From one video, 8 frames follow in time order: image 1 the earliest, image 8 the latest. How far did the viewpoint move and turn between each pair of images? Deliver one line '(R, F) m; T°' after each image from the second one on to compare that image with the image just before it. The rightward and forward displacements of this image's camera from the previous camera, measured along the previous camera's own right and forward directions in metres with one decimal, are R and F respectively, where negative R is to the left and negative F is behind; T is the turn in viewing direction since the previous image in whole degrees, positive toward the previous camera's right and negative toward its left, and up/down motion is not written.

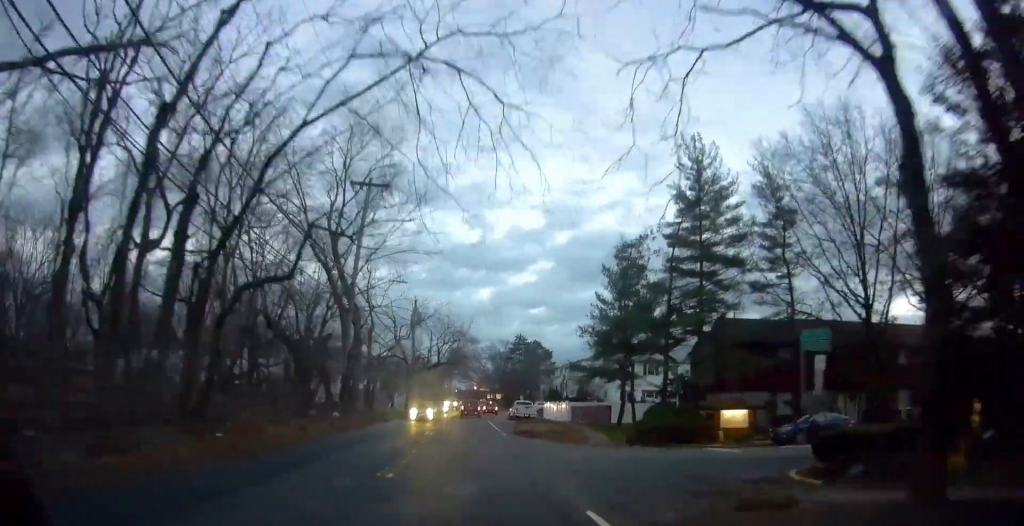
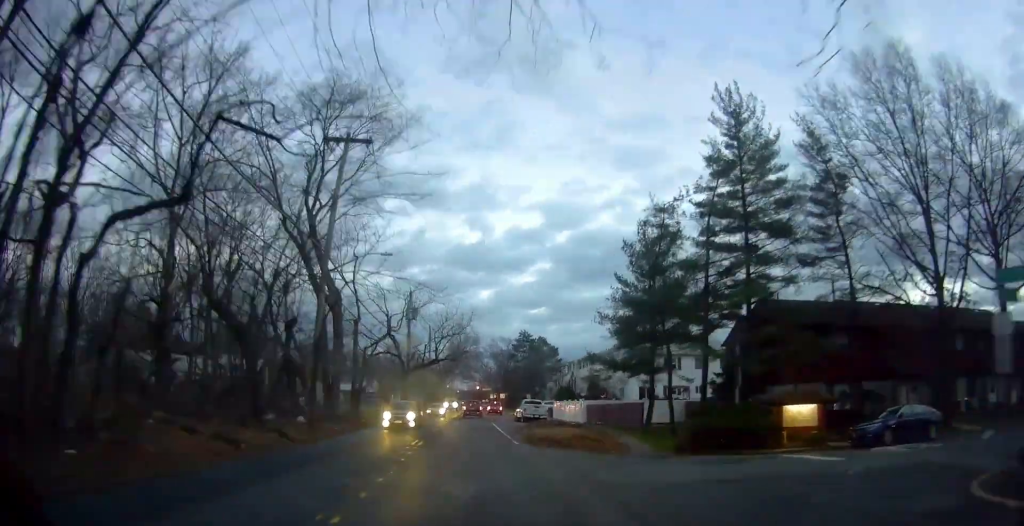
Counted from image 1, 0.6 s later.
(+1.3, +6.9) m; +5°
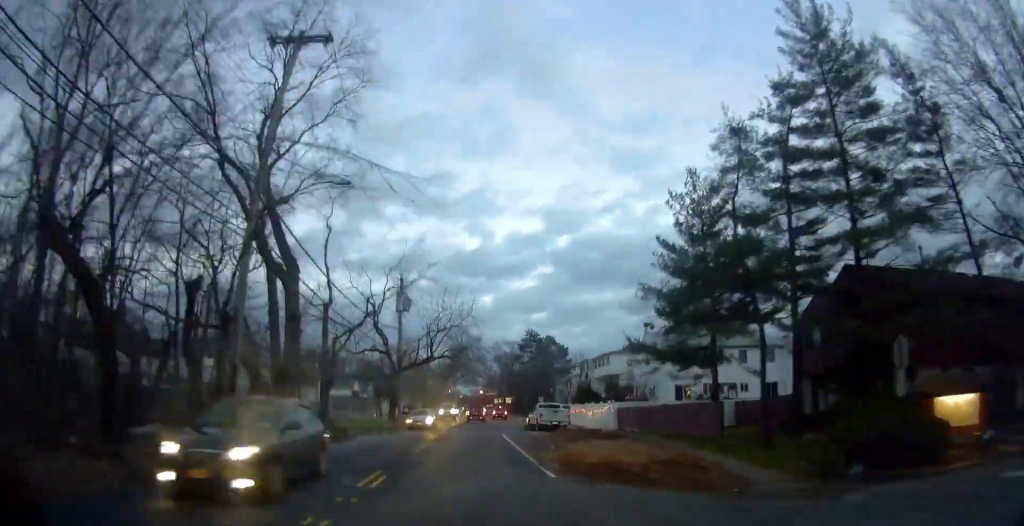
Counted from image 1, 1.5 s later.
(-1.2, +10.4) m; -12°
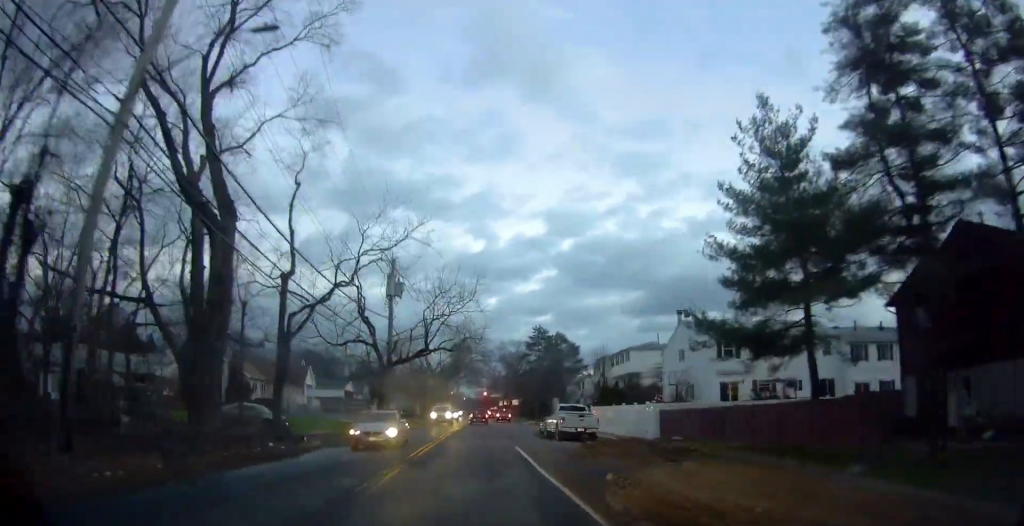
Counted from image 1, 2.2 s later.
(-0.9, +8.3) m; -6°
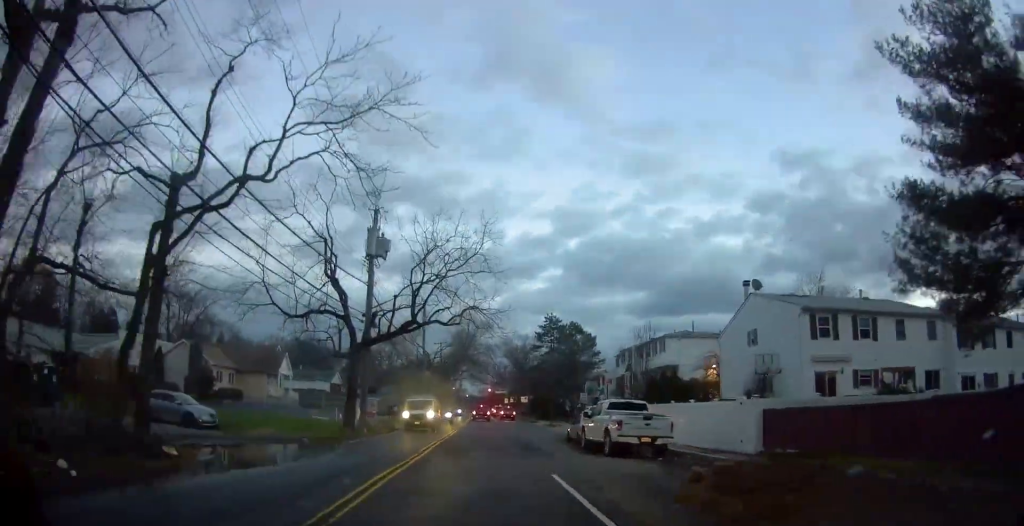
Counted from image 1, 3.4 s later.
(-0.3, +11.7) m; -1°
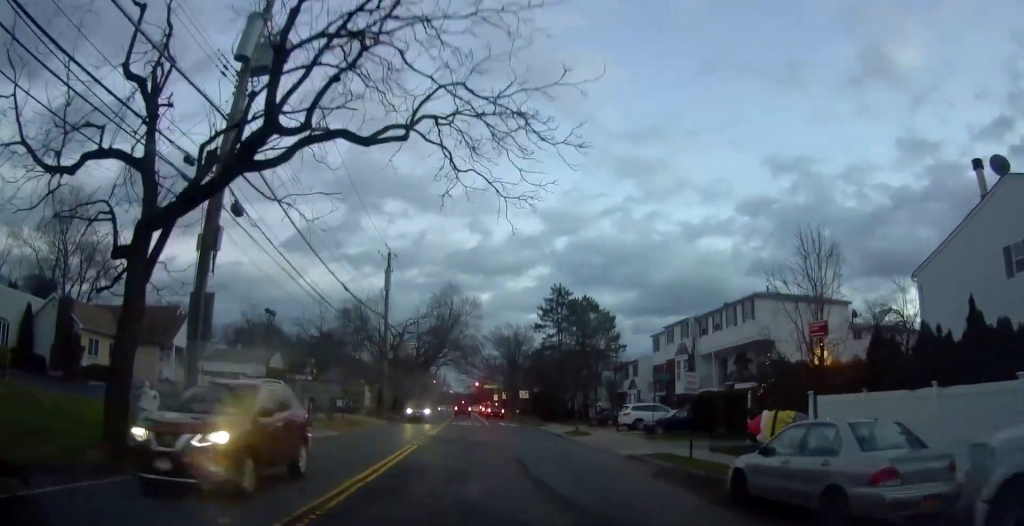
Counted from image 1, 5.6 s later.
(+0.1, +20.6) m; +1°
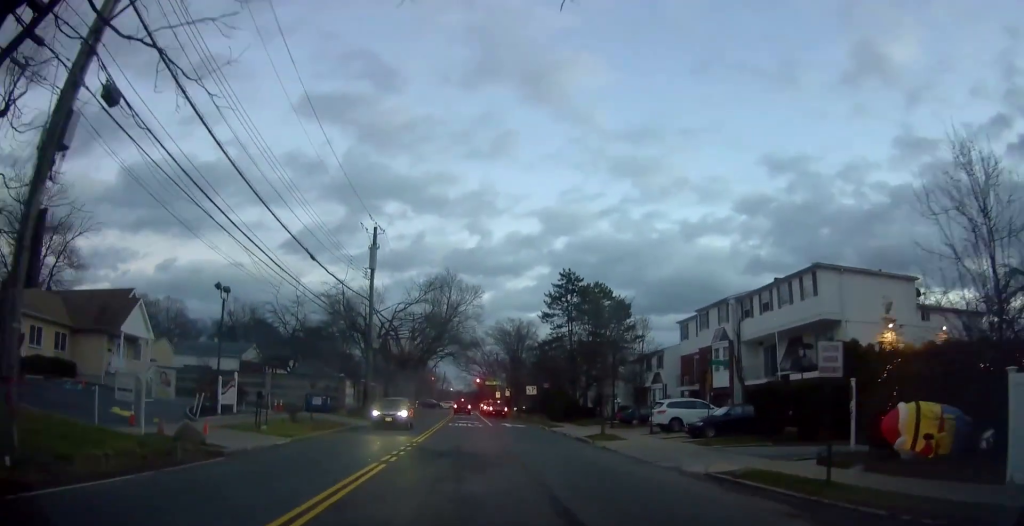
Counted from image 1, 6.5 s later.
(+0.1, +7.5) m; +1°
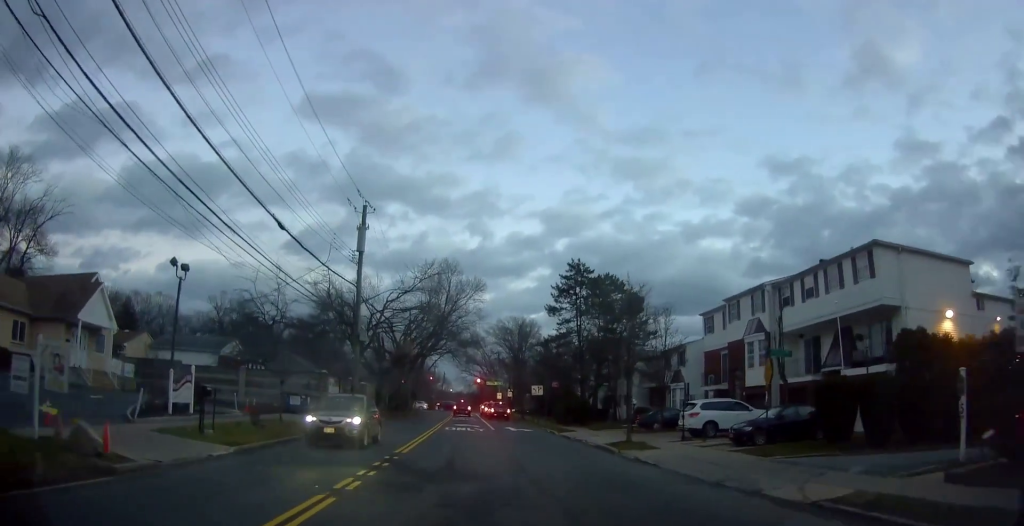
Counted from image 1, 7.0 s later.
(0.0, +4.6) m; -1°
